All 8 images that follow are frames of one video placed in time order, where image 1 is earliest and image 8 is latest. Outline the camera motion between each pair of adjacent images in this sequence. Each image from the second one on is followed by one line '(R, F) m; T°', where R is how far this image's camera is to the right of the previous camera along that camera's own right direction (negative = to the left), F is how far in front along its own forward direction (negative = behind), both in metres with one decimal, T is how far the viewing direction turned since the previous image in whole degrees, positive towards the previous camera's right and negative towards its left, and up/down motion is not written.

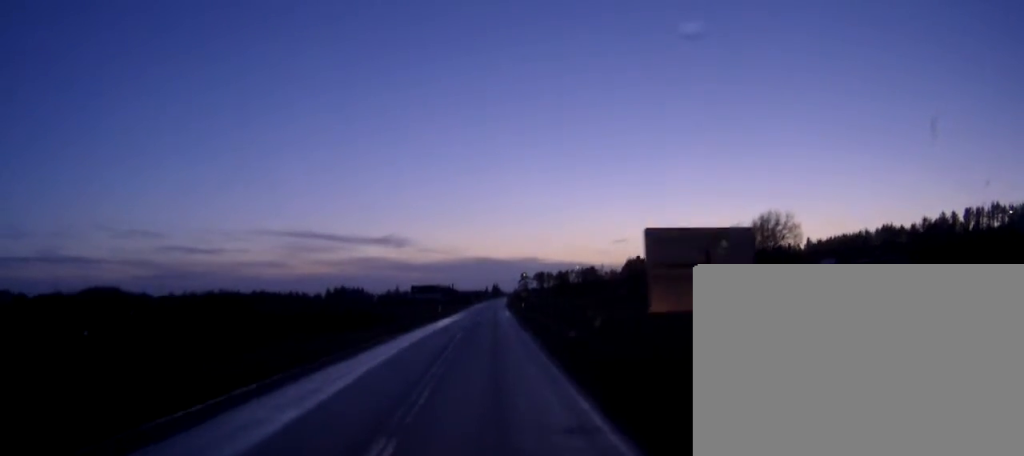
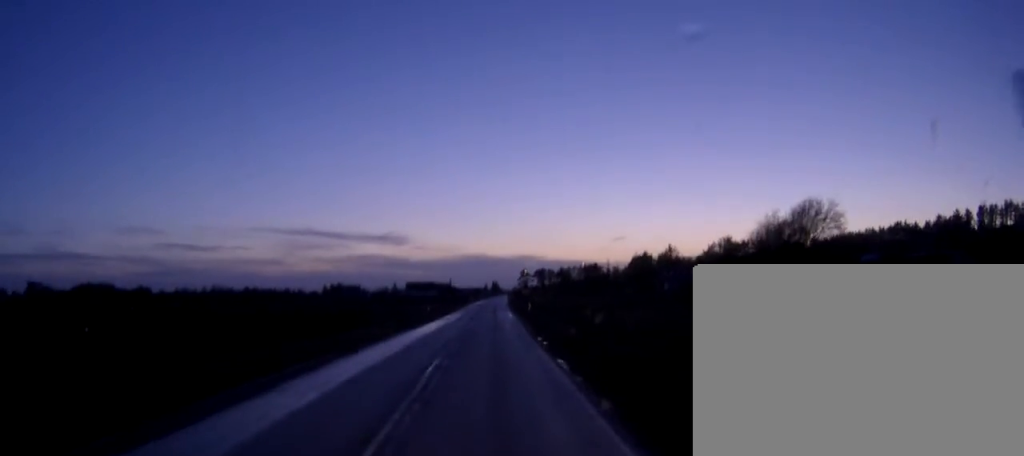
(0.0, +12.2) m; 0°
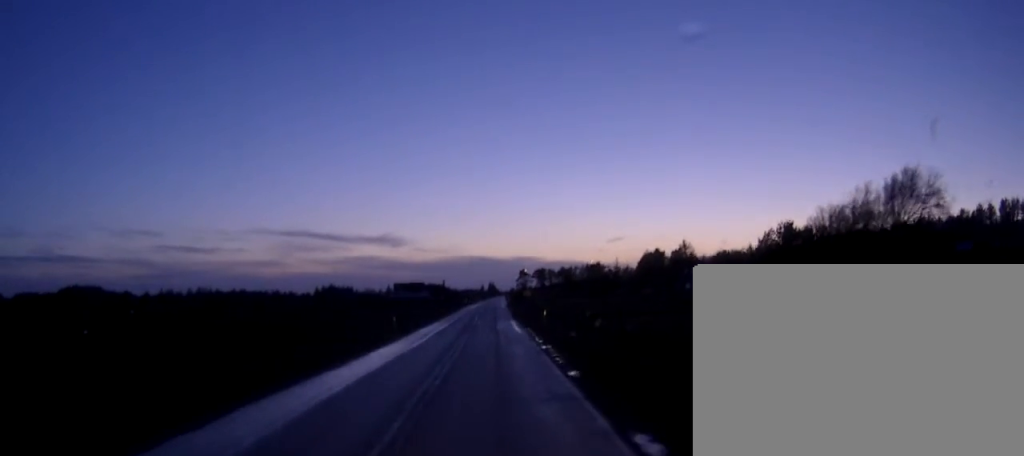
(0.0, +20.9) m; 0°
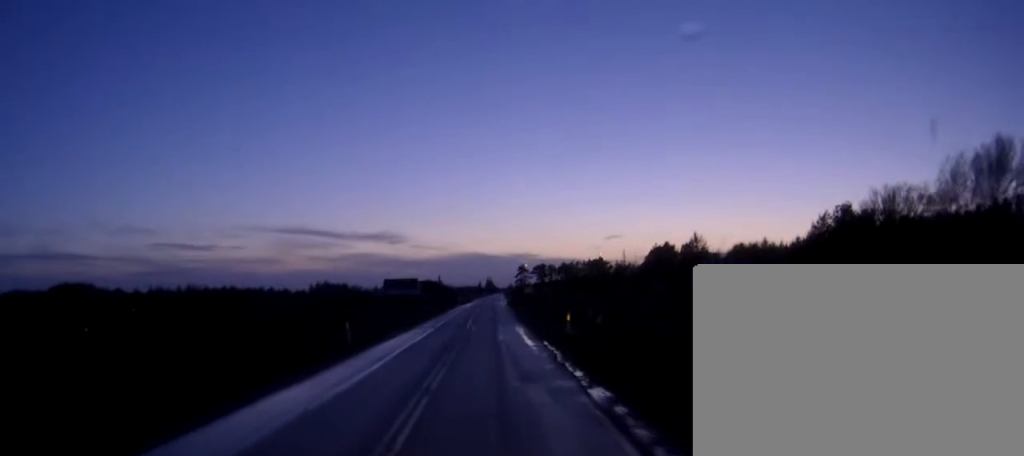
(0.0, +13.4) m; 0°
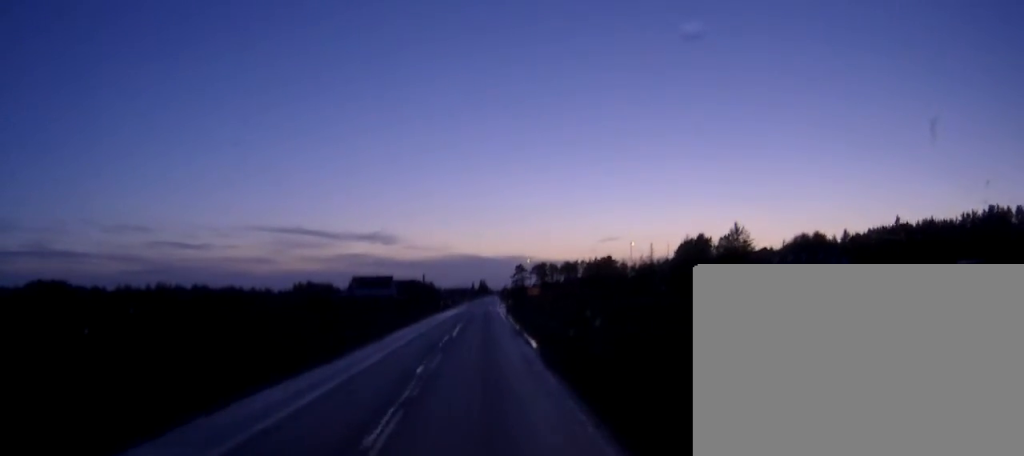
(+0.4, +36.7) m; +1°
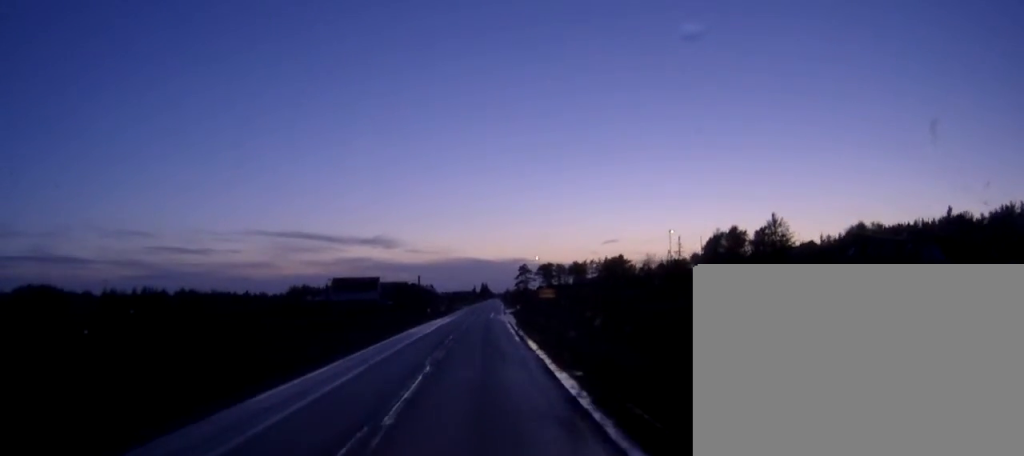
(-0.1, +20.9) m; -1°
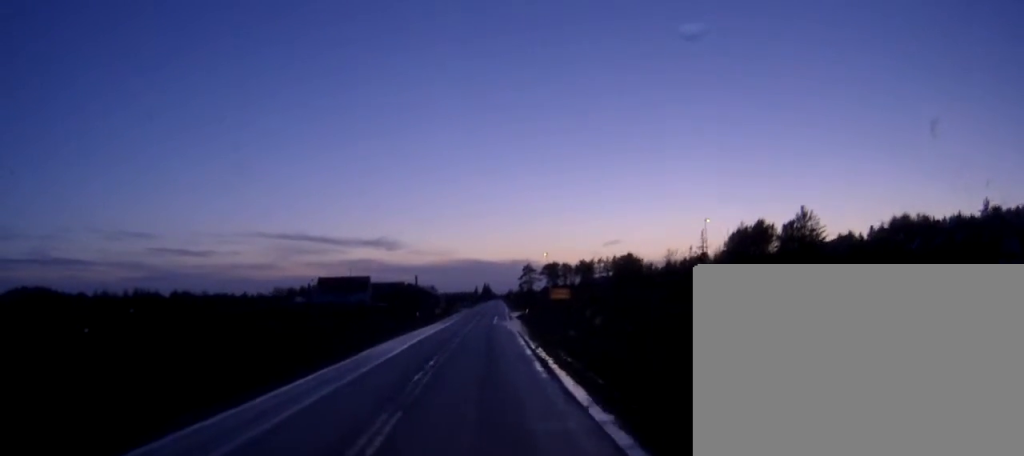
(-0.1, +13.0) m; 0°
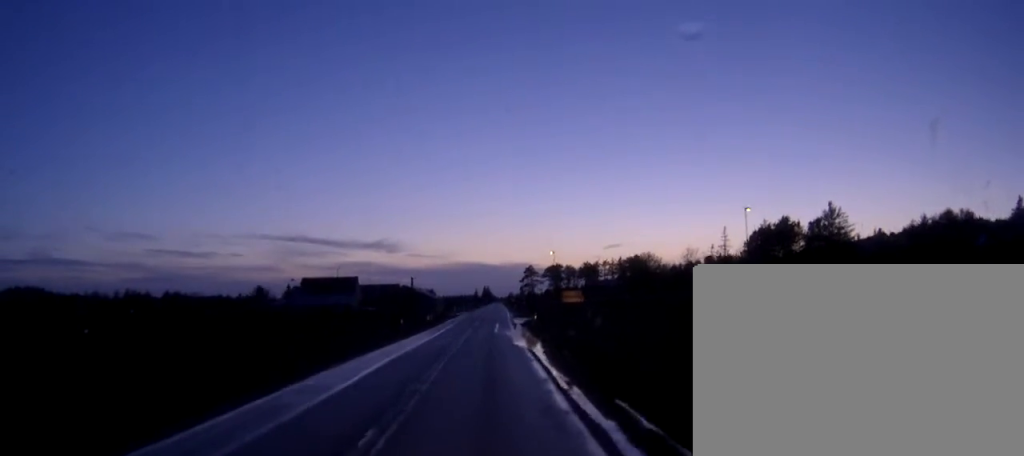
(0.0, +10.9) m; 0°
